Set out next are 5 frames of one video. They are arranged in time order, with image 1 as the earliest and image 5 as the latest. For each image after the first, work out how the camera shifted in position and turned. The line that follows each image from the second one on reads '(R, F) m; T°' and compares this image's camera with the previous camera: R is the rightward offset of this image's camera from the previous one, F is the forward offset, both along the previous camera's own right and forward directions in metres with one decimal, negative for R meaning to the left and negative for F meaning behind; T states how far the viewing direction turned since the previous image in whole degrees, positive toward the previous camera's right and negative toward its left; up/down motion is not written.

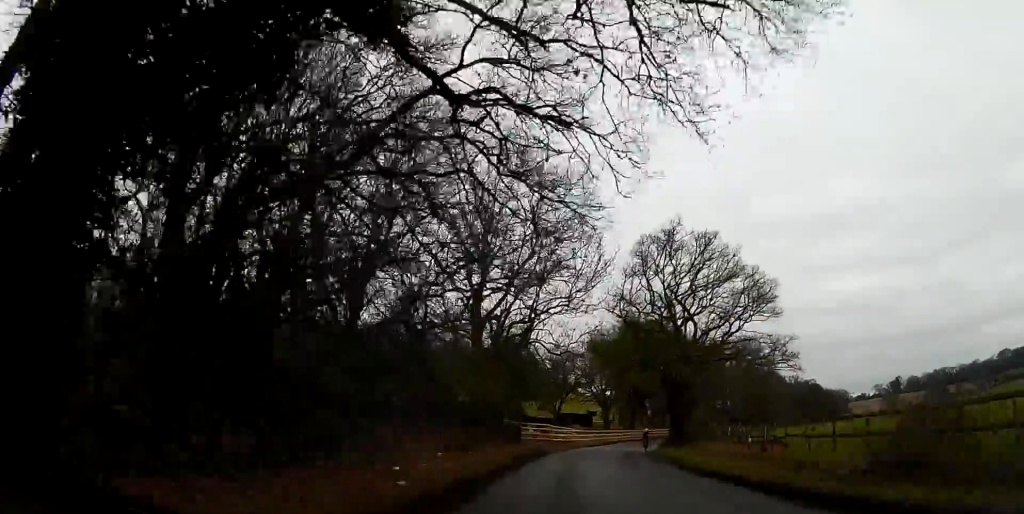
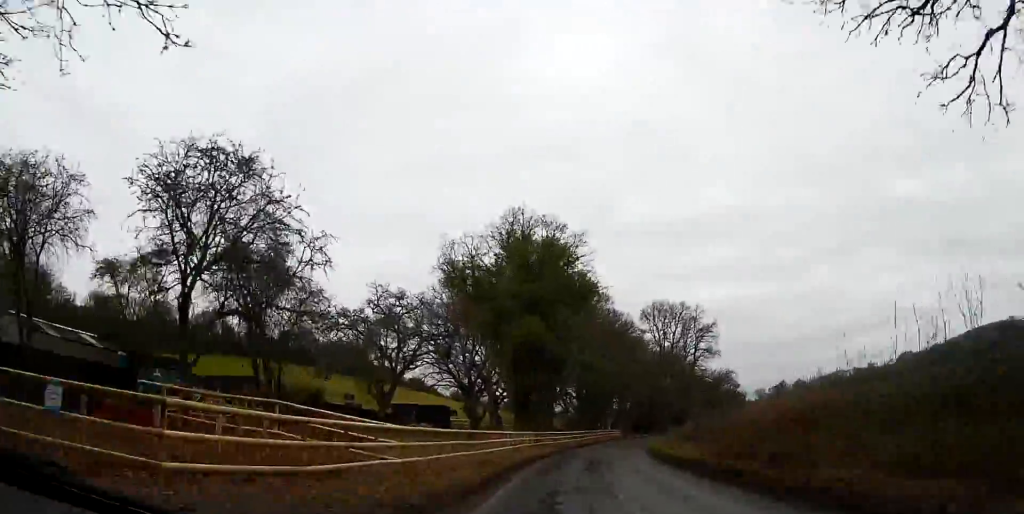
(+4.2, +43.5) m; +11°
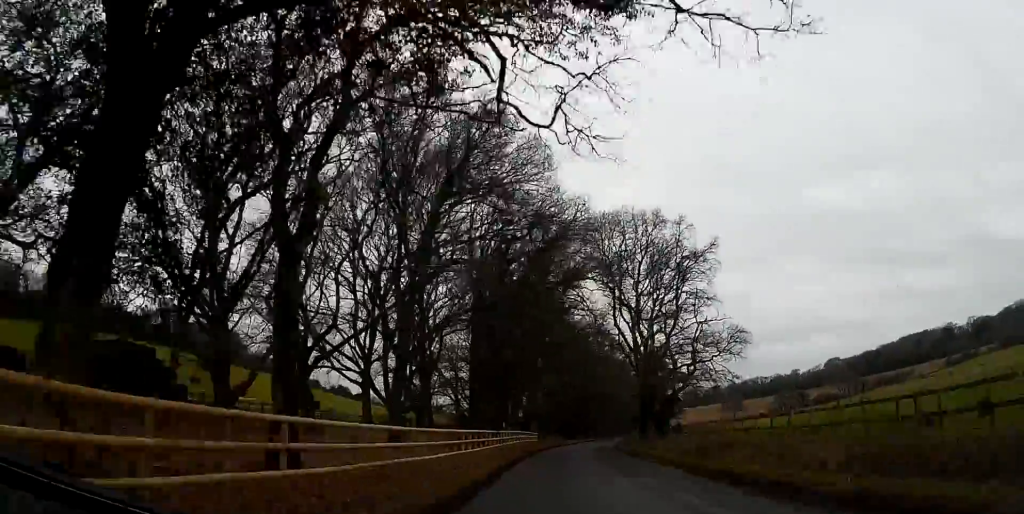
(+3.5, +40.7) m; +9°
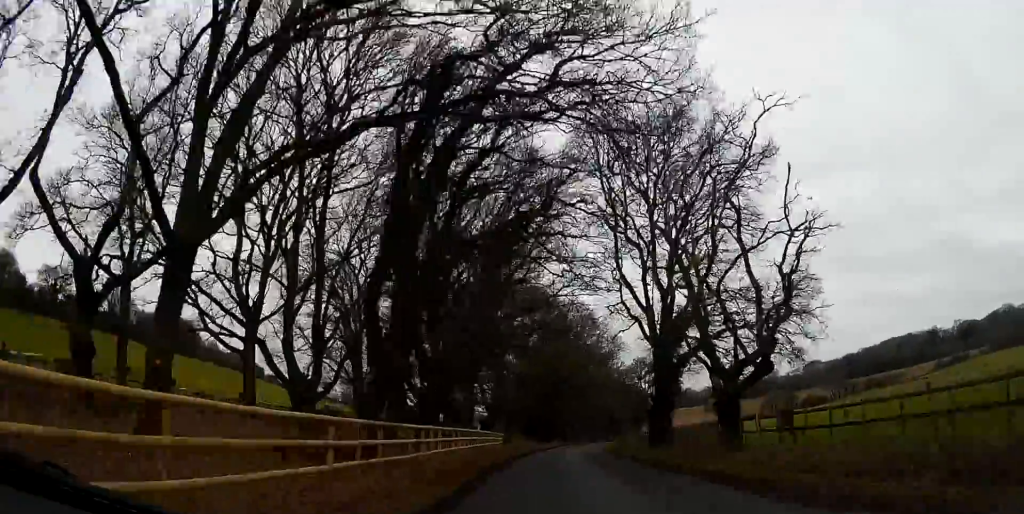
(+0.4, +19.7) m; +3°
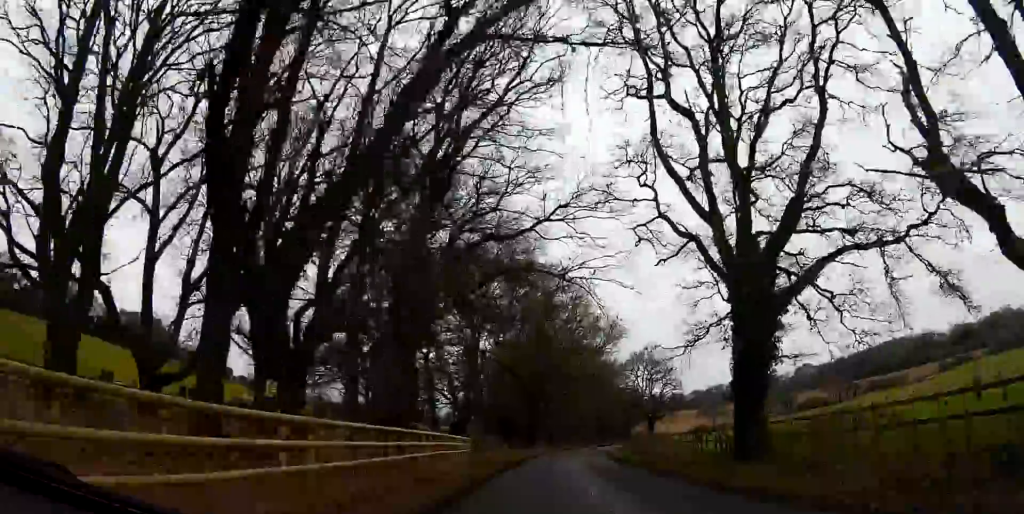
(+0.4, +17.4) m; +3°
